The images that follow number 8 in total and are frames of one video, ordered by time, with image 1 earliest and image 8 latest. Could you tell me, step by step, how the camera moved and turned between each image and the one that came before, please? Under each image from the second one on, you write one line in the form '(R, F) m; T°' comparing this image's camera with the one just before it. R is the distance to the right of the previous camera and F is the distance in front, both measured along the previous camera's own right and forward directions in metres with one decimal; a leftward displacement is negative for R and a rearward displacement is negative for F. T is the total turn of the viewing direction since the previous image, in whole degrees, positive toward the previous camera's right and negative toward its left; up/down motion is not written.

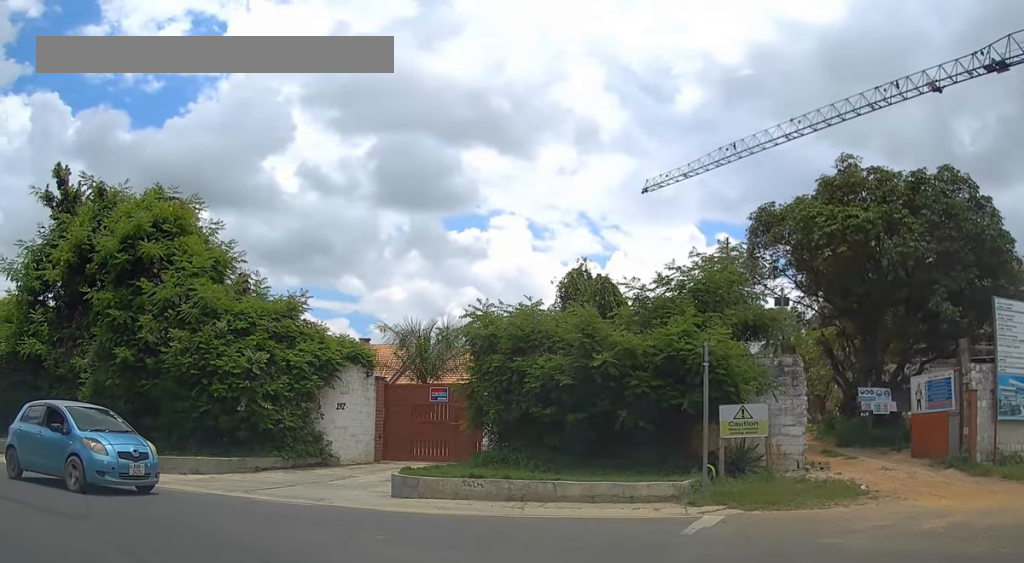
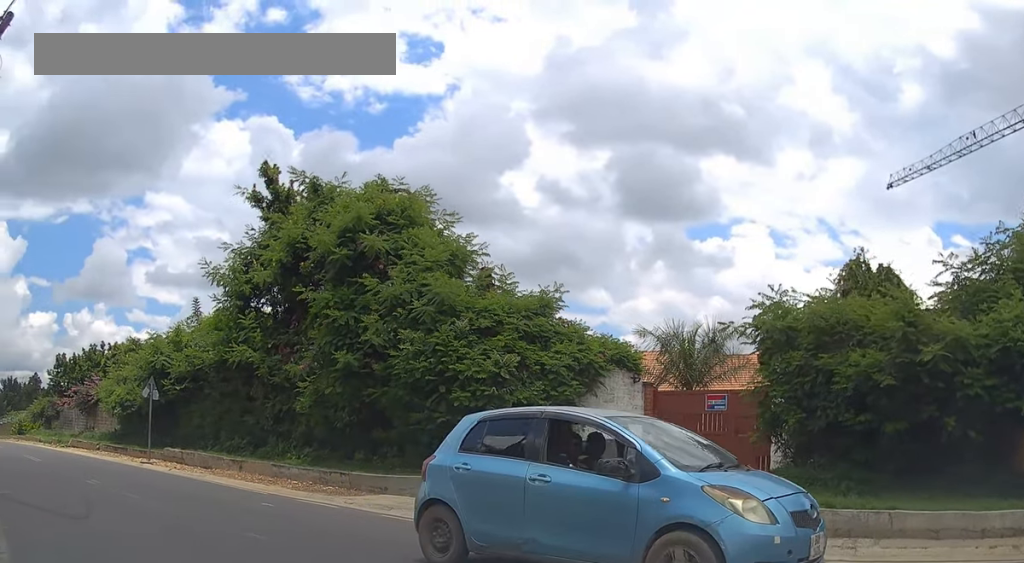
(-0.5, +2.6) m; -24°
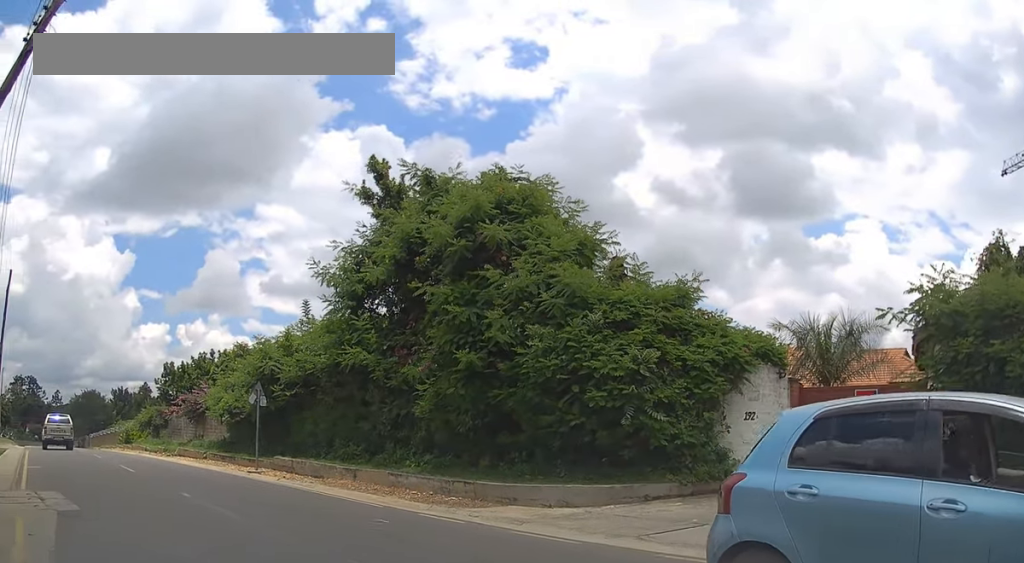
(-0.1, +1.2) m; -9°
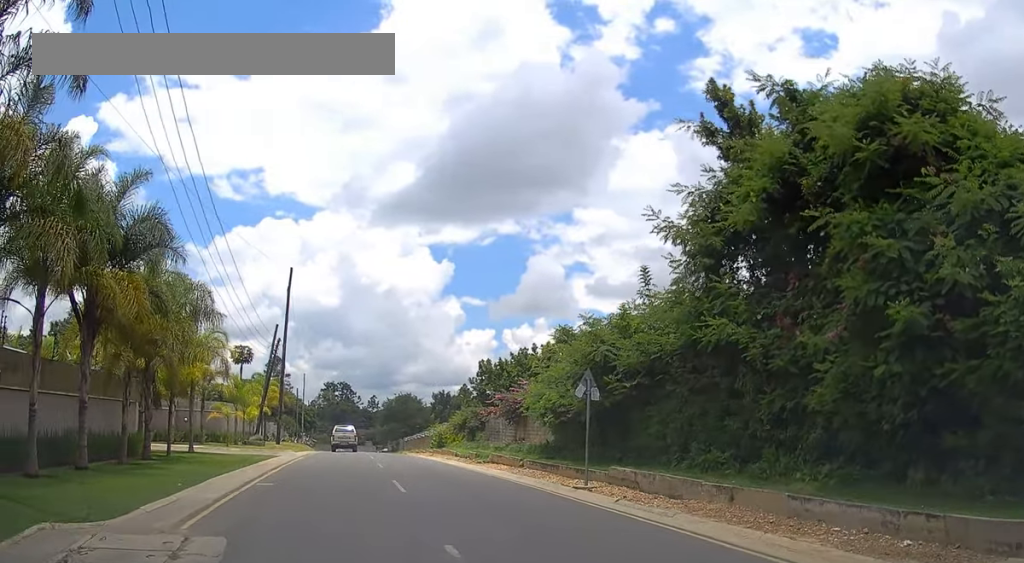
(-0.8, +4.9) m; -17°
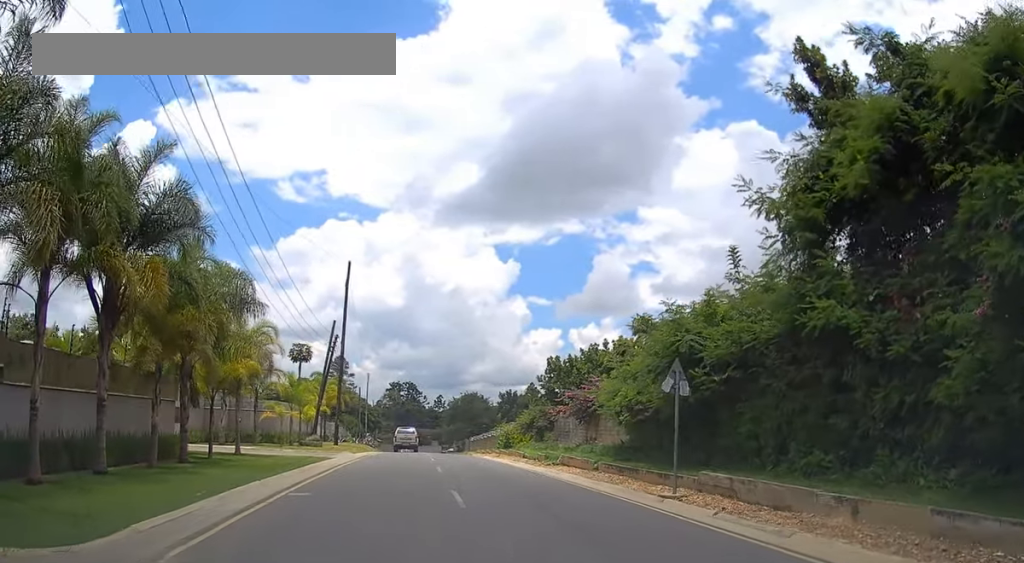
(+0.1, +1.8) m; -5°
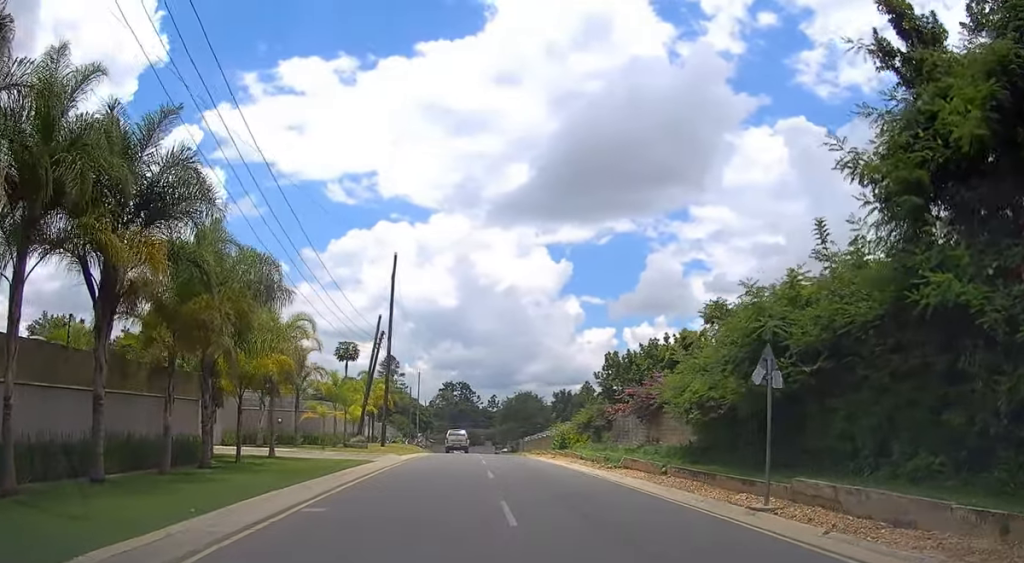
(-0.2, +2.2) m; -5°
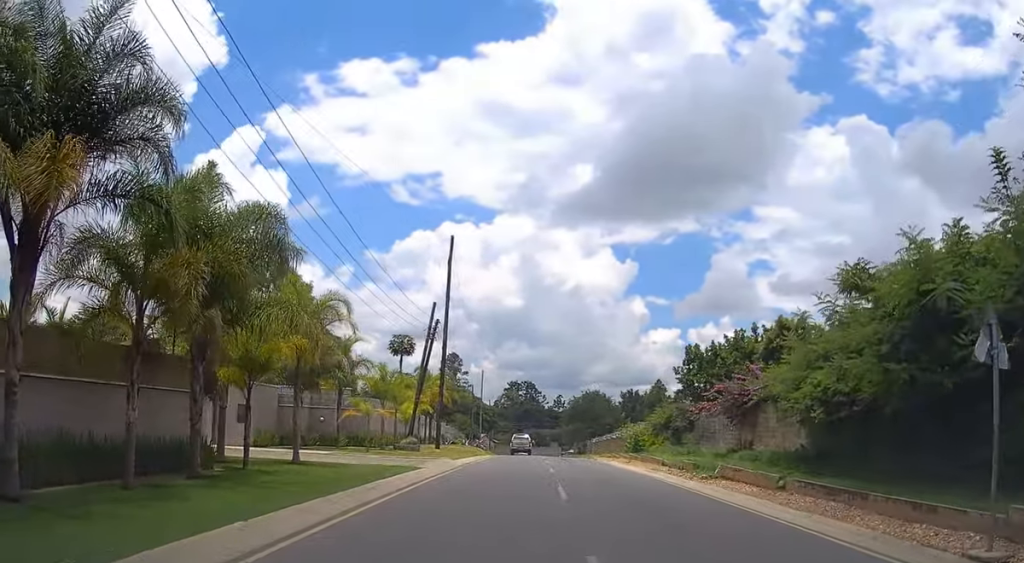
(-0.4, +4.3) m; -7°
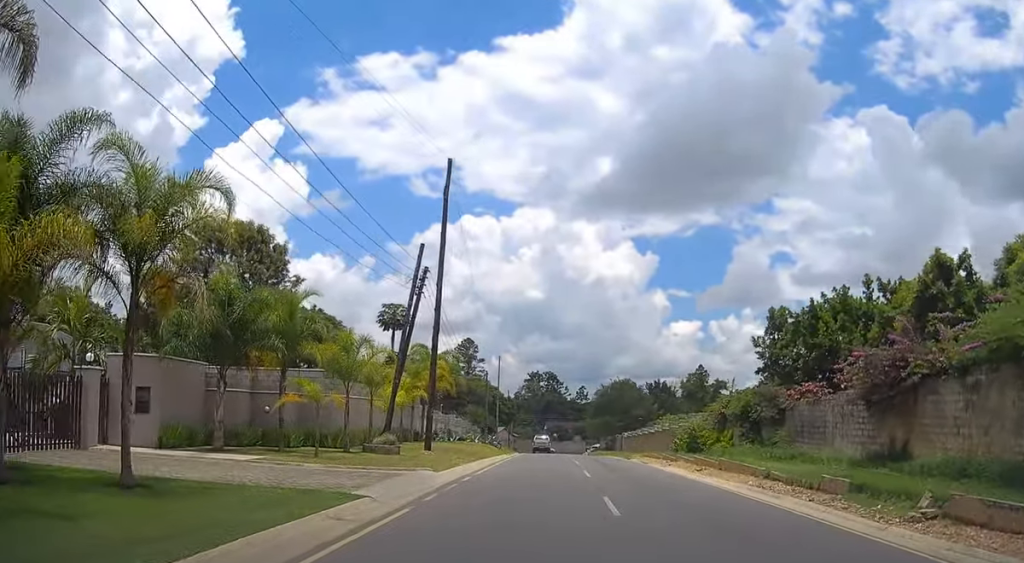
(-0.7, +10.9) m; -3°
